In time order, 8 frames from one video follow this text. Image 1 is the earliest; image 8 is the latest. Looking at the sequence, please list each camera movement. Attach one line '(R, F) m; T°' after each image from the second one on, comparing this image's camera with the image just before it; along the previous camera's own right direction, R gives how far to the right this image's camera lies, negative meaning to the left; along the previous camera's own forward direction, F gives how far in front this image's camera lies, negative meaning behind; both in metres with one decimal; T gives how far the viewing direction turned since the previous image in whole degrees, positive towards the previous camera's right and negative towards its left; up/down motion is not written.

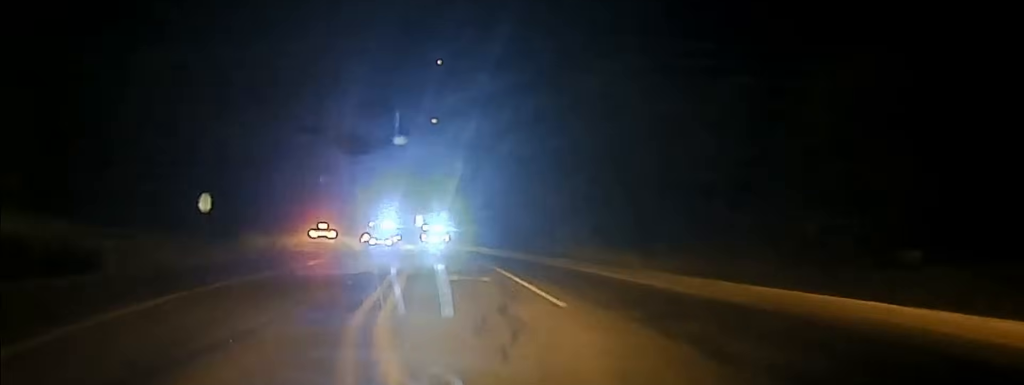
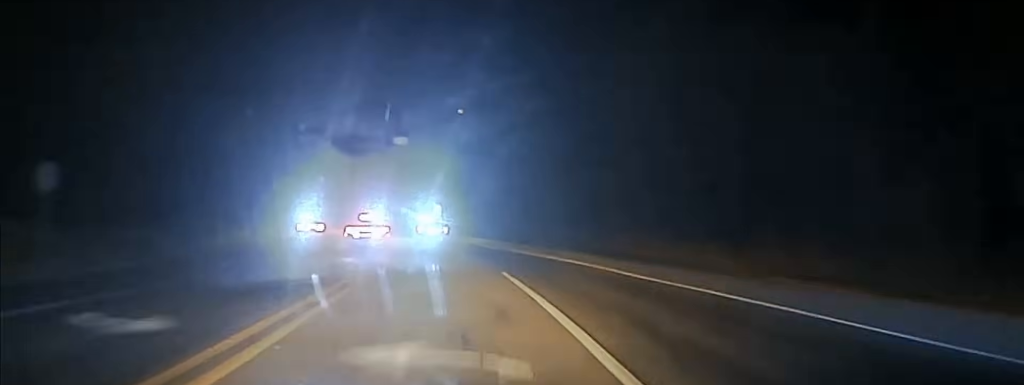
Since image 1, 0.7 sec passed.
(-0.5, +20.2) m; -2°
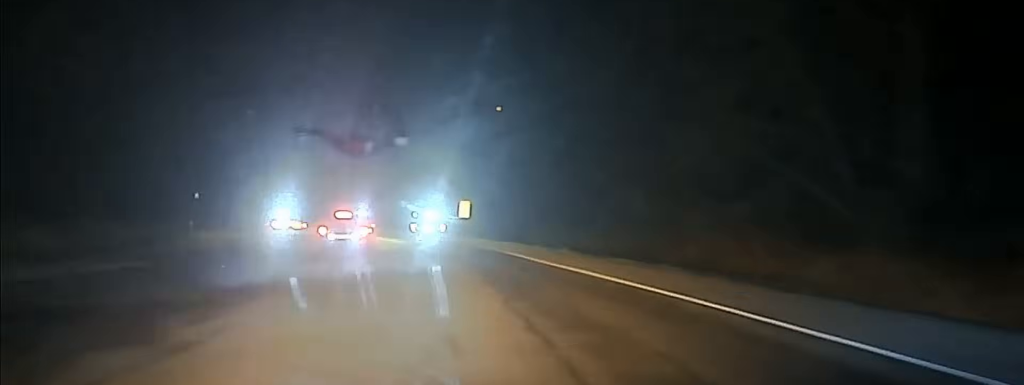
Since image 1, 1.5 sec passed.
(-0.4, +24.9) m; -2°
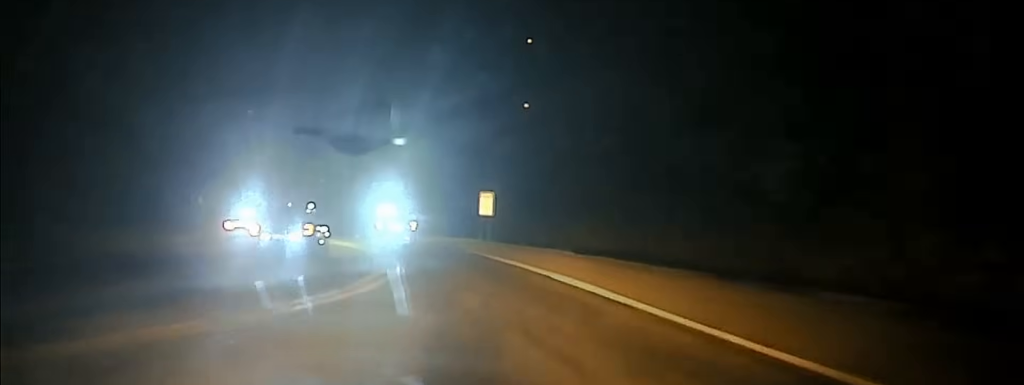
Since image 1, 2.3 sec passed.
(-0.4, +22.8) m; -3°
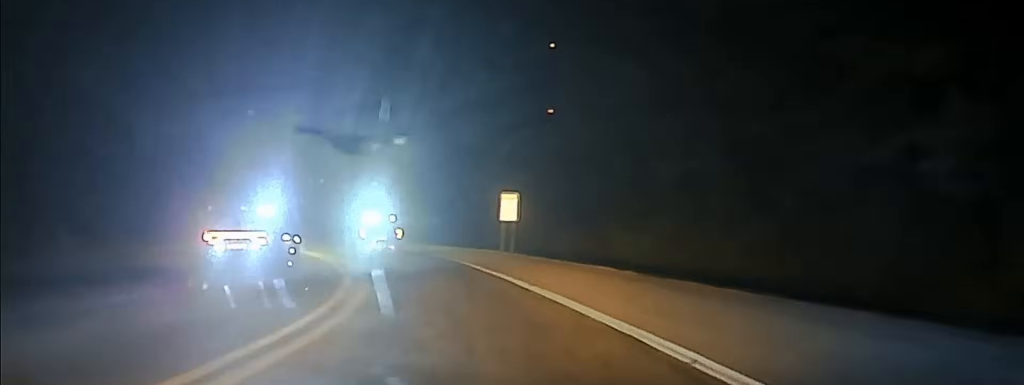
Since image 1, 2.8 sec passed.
(-0.1, +11.8) m; -2°
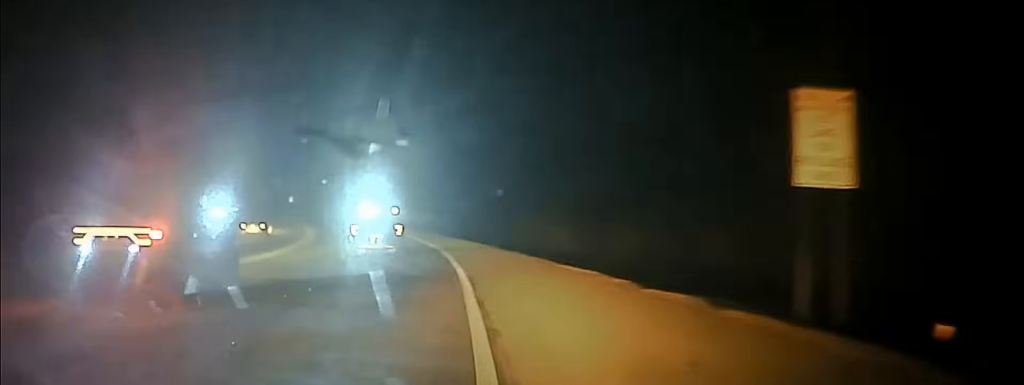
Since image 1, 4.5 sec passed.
(-3.5, +34.9) m; -14°
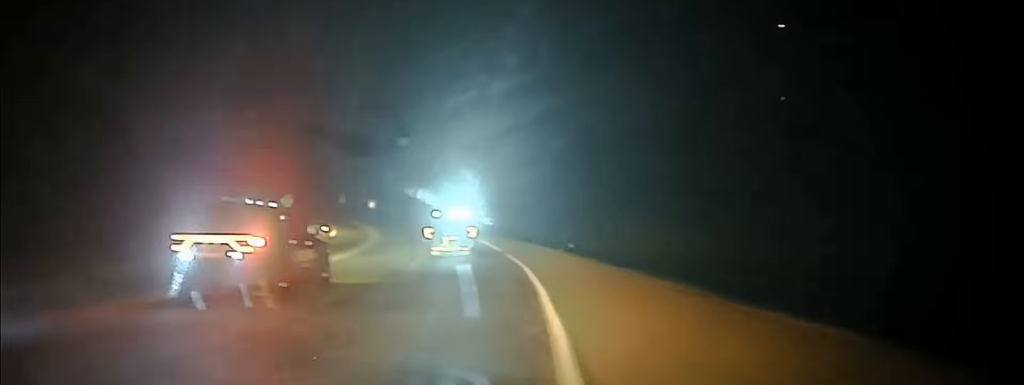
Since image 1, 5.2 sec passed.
(-0.6, +11.4) m; -5°
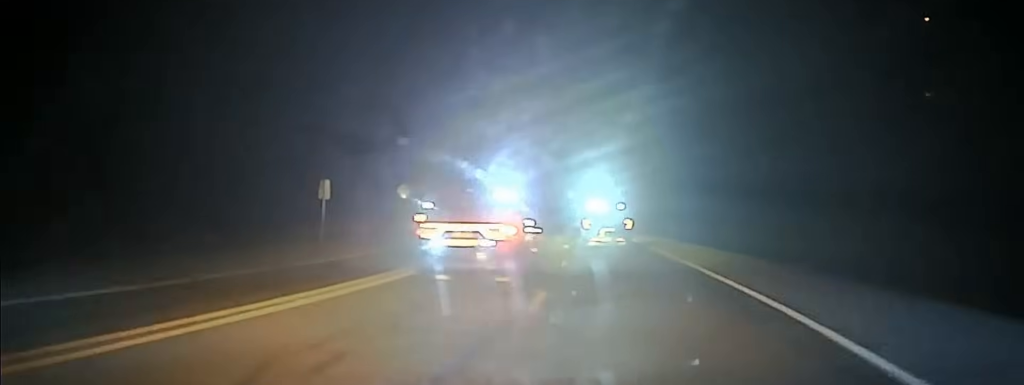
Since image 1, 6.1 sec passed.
(-0.7, +13.7) m; -3°
